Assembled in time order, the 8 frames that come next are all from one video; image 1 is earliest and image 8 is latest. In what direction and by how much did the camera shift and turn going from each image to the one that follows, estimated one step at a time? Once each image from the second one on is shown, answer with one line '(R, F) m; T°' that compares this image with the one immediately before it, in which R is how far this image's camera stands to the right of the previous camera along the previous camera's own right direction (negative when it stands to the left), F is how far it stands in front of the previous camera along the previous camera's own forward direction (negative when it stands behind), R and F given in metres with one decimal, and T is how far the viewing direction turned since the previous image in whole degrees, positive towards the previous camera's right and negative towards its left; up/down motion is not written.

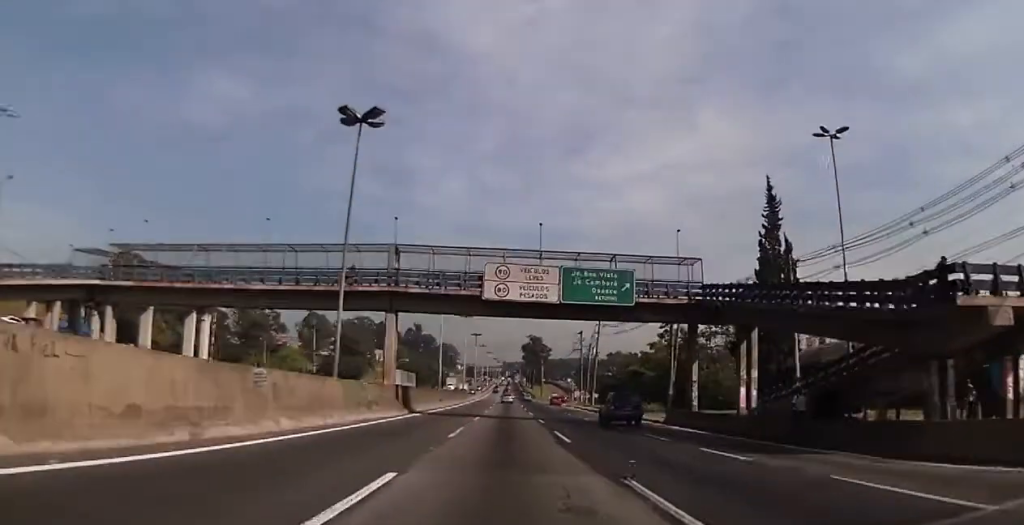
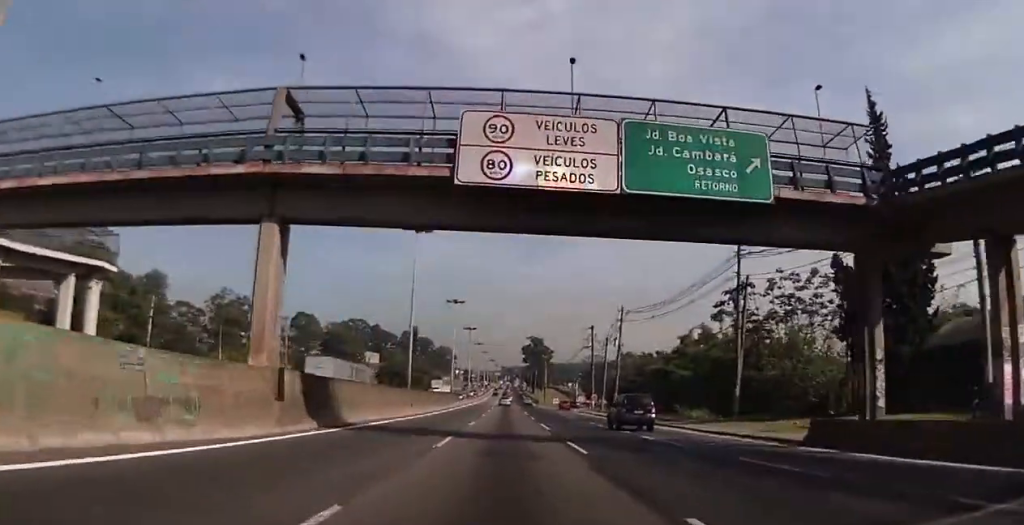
(0.0, +20.0) m; -1°
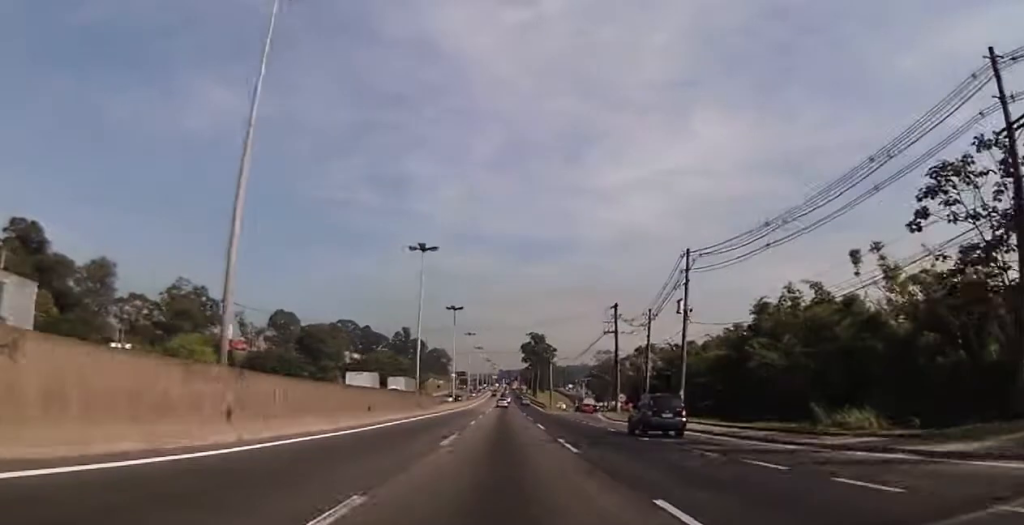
(-0.4, +29.6) m; -1°
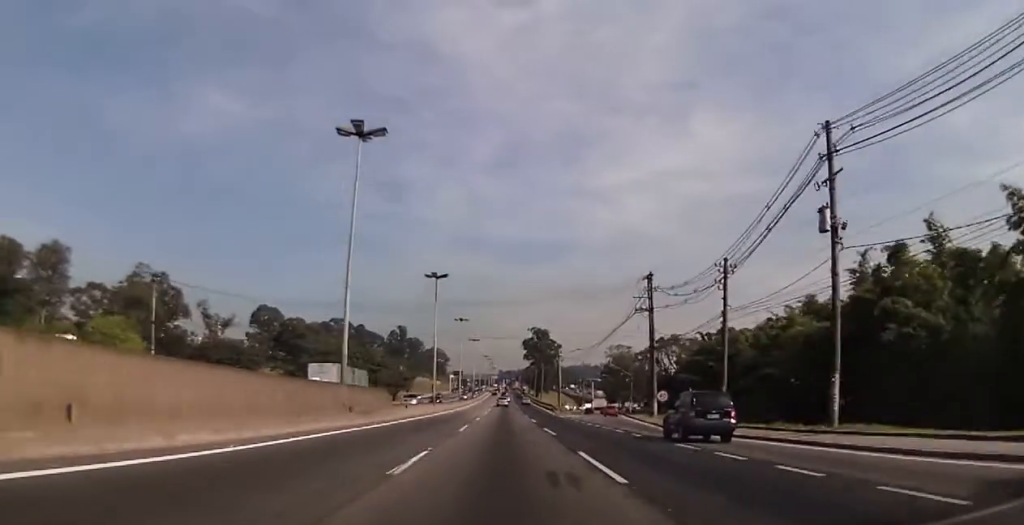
(+0.1, +22.8) m; 0°
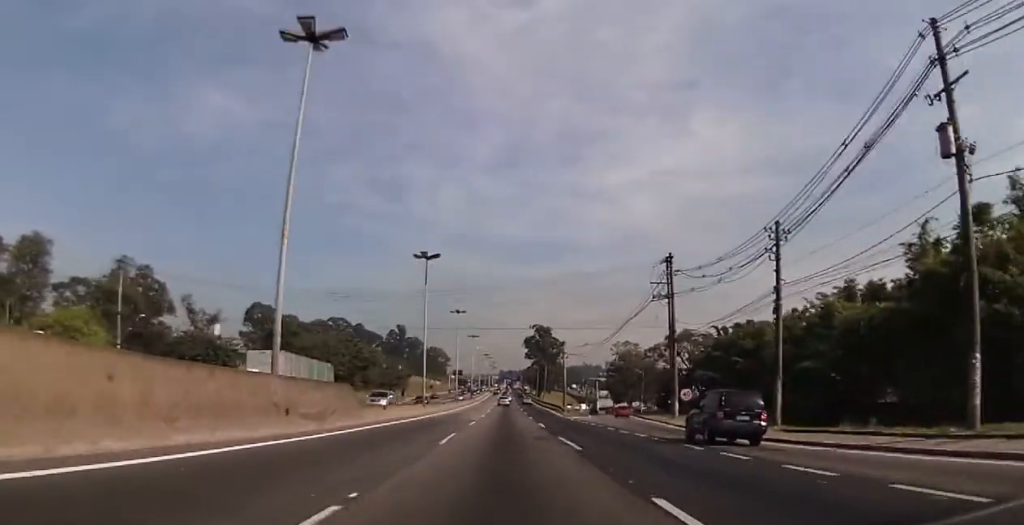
(0.0, +8.5) m; 0°
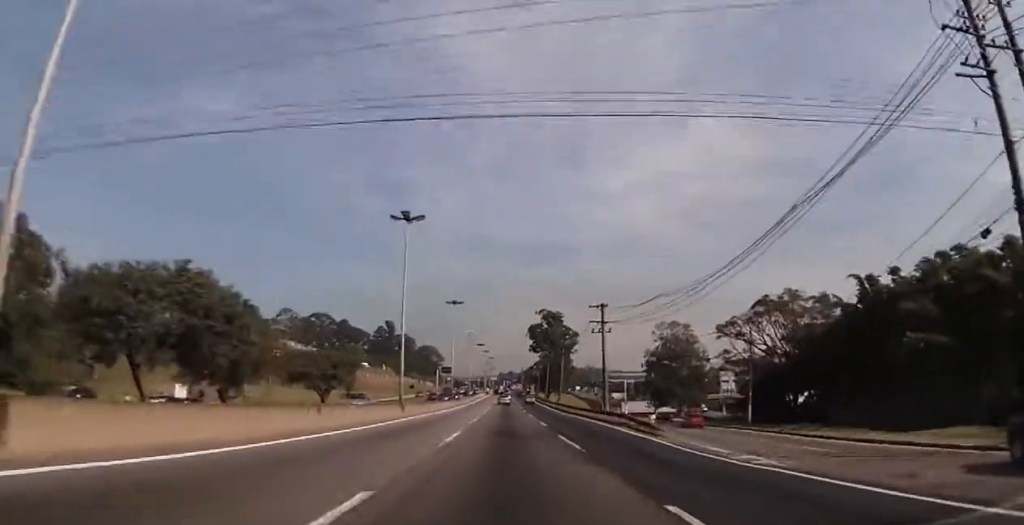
(-0.6, +47.7) m; -1°
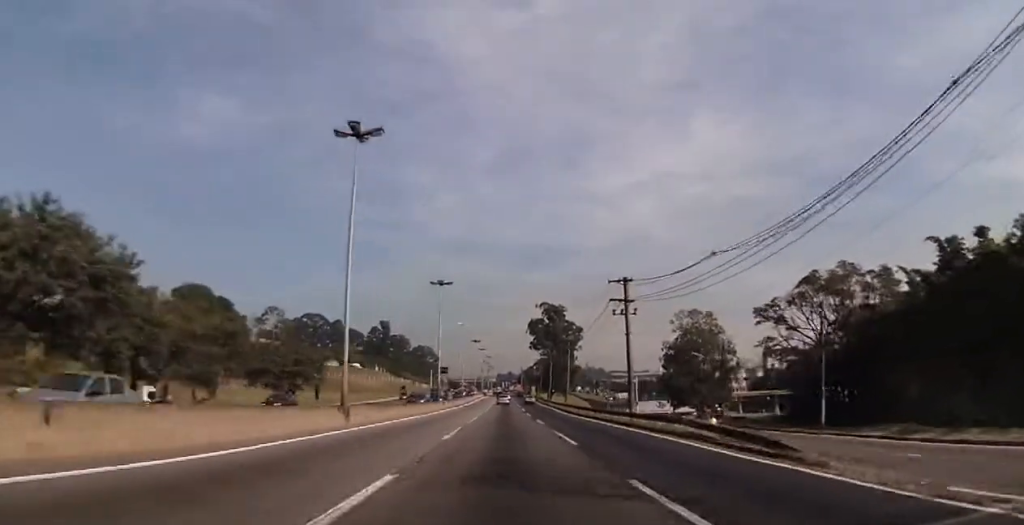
(0.0, +14.7) m; +1°
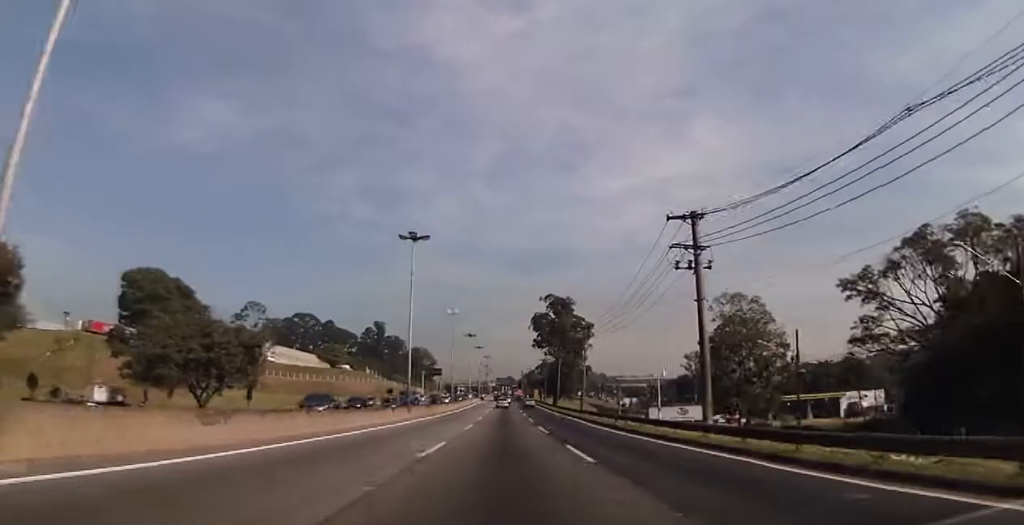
(+0.3, +20.0) m; +1°
